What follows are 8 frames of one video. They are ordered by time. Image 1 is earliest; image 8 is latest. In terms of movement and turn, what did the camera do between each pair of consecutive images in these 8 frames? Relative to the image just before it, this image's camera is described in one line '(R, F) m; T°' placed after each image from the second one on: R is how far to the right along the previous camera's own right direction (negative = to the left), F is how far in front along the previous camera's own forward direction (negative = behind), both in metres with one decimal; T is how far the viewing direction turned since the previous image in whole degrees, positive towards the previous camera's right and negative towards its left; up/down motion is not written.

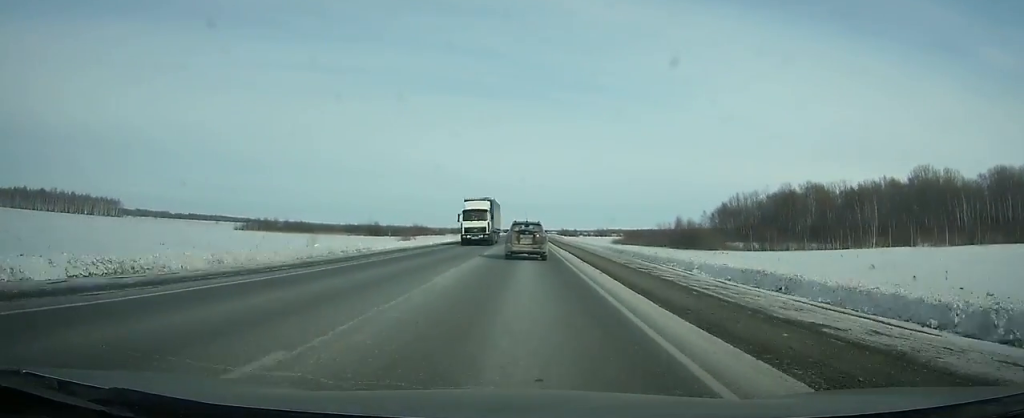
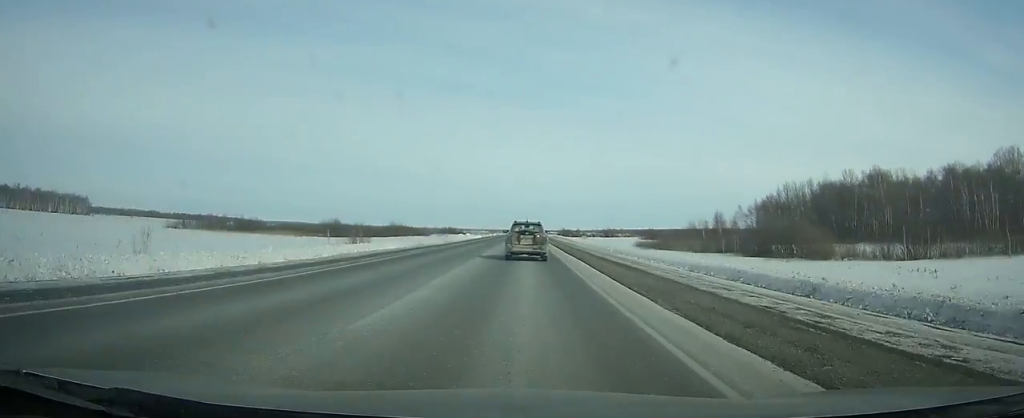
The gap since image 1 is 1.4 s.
(0.0, +38.4) m; 0°
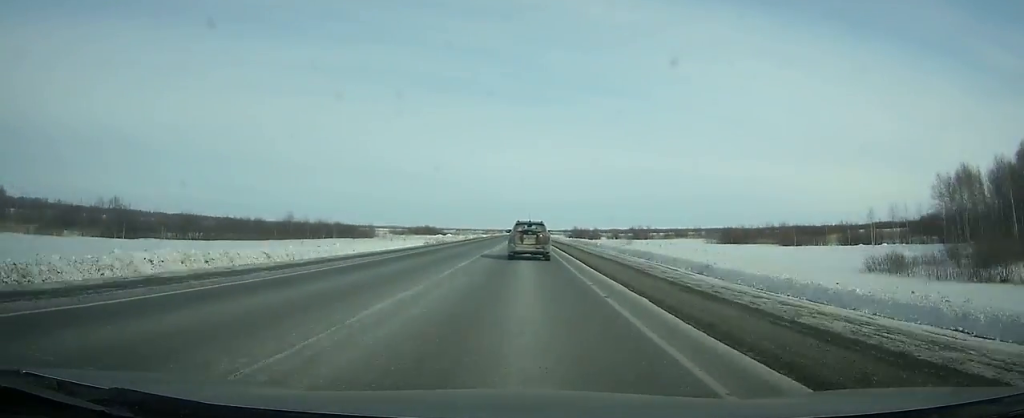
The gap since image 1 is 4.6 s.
(0.0, +88.2) m; 0°
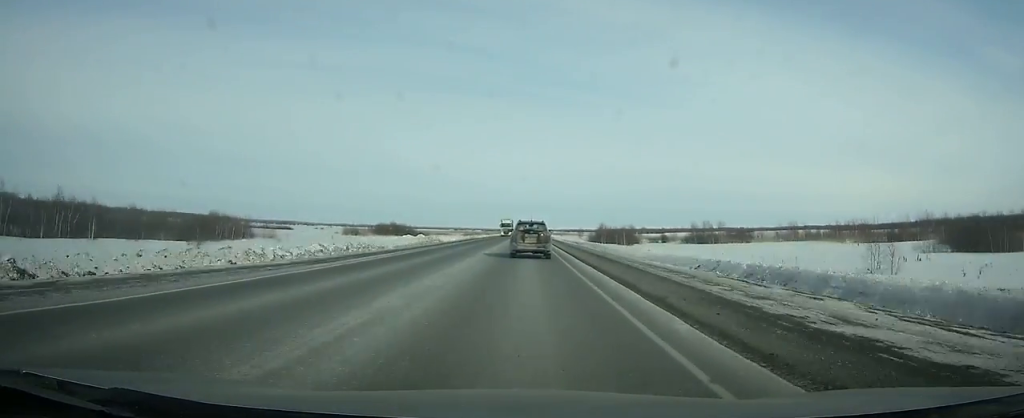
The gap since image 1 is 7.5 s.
(+0.1, +81.1) m; 0°
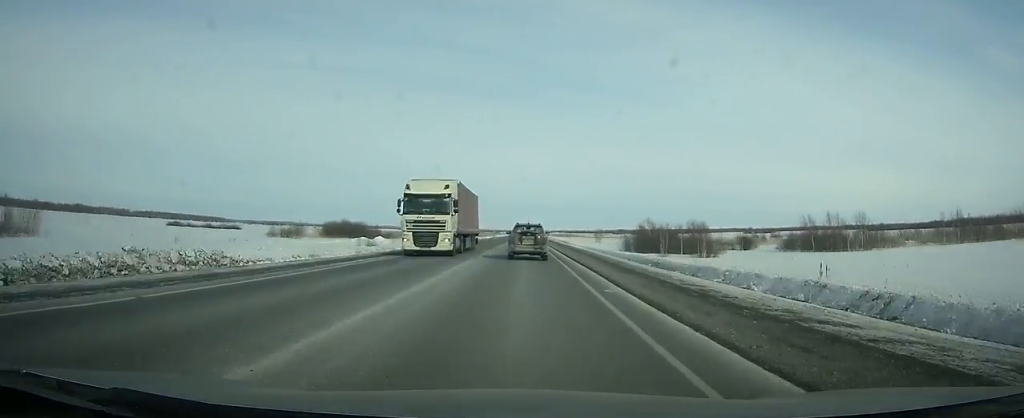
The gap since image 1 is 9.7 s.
(0.0, +62.2) m; 0°
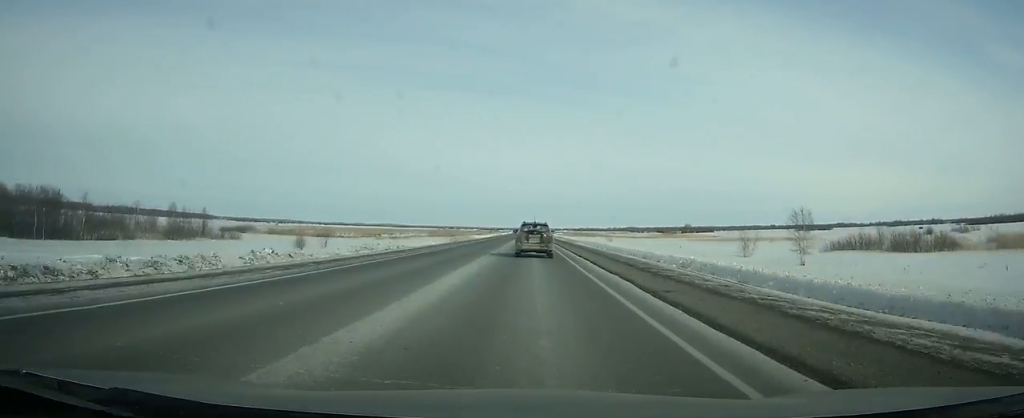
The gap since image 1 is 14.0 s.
(-0.2, +124.2) m; 0°
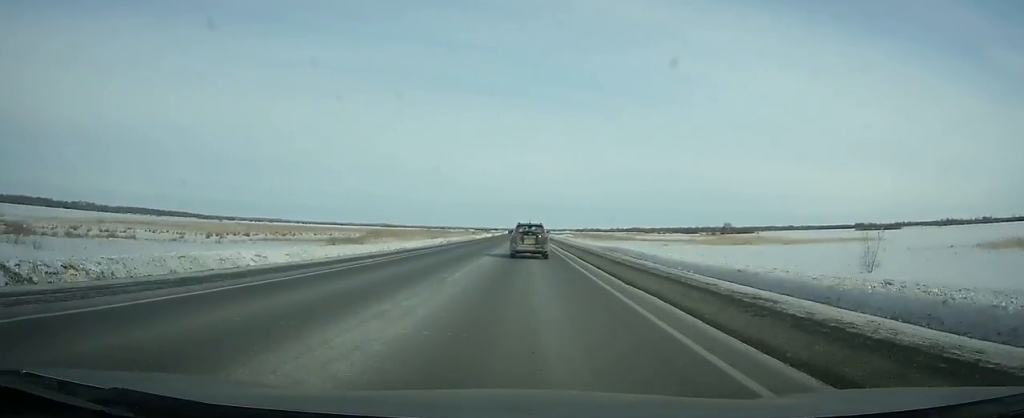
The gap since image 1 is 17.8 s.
(-0.2, +111.9) m; 0°
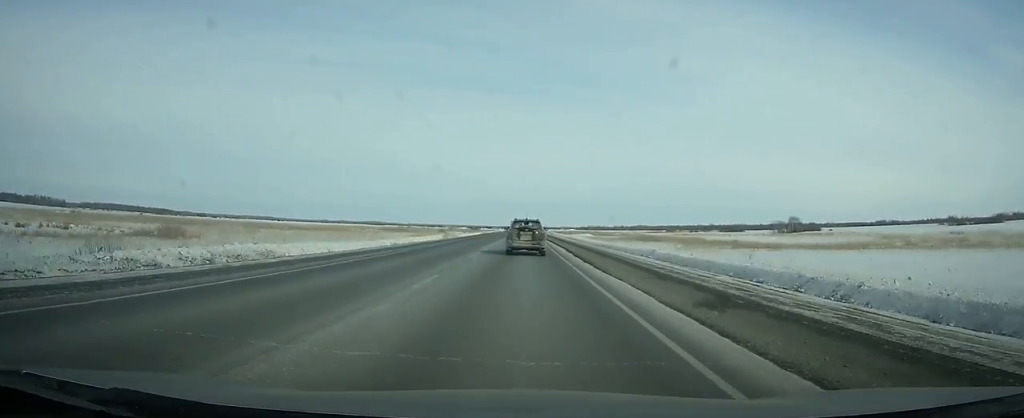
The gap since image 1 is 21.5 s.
(+0.4, +110.1) m; 0°
